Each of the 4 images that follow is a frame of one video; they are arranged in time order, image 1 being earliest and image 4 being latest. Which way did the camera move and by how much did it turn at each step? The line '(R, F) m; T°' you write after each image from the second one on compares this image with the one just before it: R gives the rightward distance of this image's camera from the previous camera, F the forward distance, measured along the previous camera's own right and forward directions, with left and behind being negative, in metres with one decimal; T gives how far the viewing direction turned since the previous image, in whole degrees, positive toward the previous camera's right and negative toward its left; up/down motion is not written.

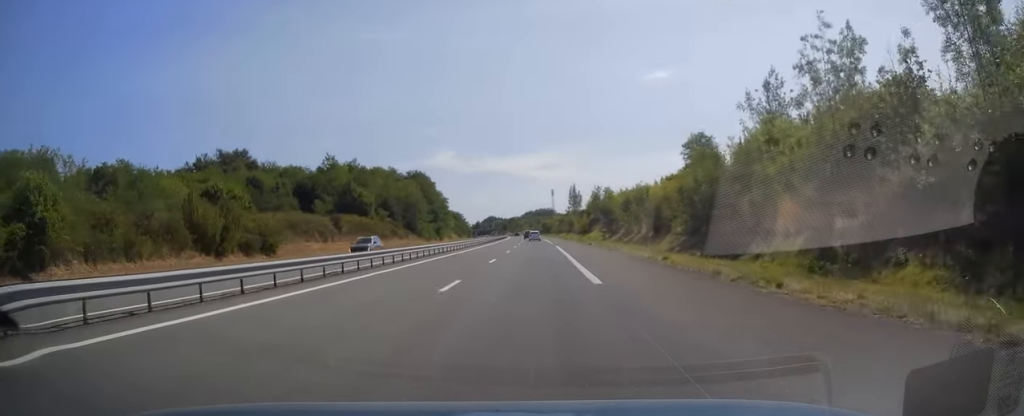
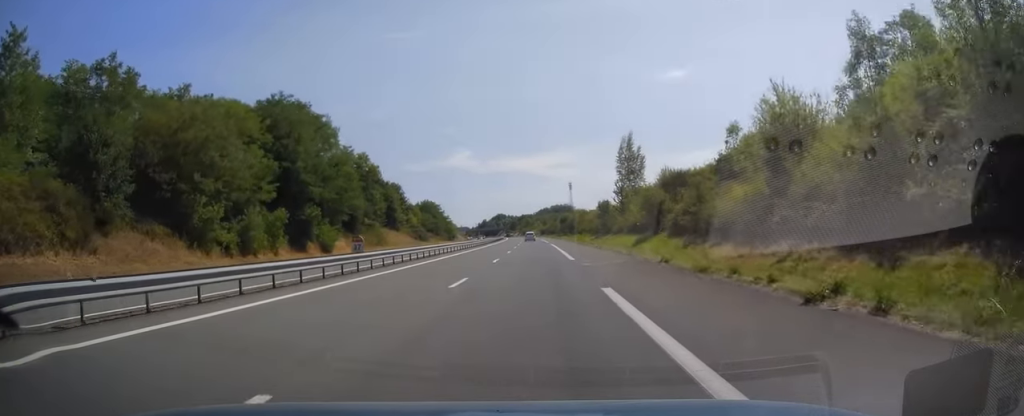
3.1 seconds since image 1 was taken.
(-1.4, +97.4) m; -2°
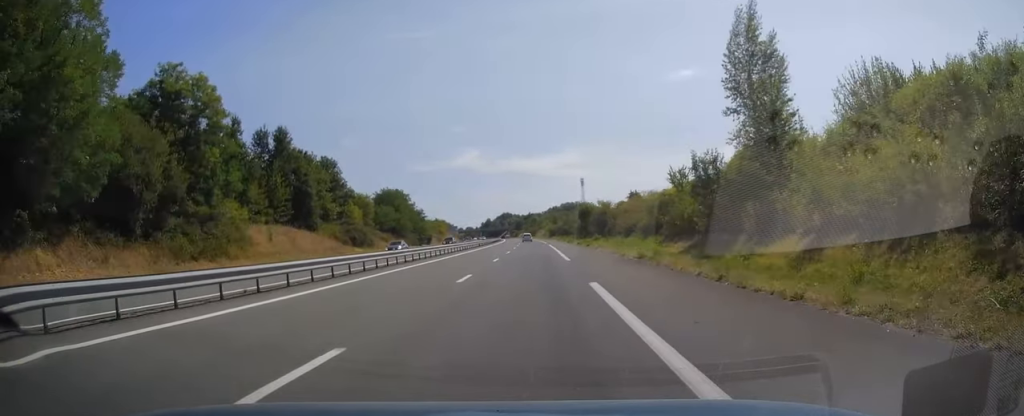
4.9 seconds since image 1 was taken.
(0.0, +59.2) m; 0°
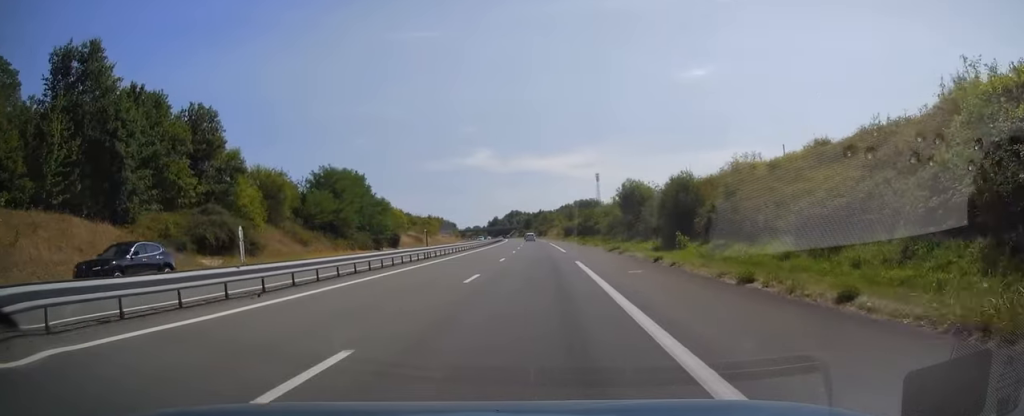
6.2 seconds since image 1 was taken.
(-0.5, +41.6) m; -1°
